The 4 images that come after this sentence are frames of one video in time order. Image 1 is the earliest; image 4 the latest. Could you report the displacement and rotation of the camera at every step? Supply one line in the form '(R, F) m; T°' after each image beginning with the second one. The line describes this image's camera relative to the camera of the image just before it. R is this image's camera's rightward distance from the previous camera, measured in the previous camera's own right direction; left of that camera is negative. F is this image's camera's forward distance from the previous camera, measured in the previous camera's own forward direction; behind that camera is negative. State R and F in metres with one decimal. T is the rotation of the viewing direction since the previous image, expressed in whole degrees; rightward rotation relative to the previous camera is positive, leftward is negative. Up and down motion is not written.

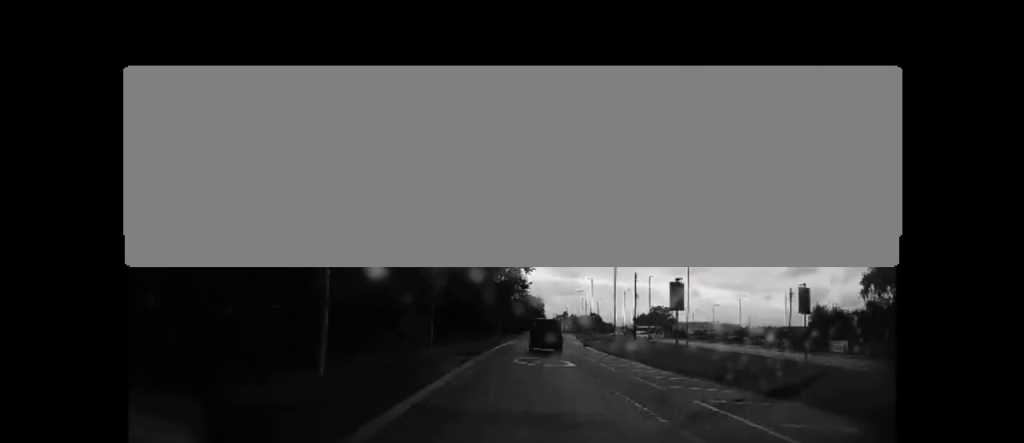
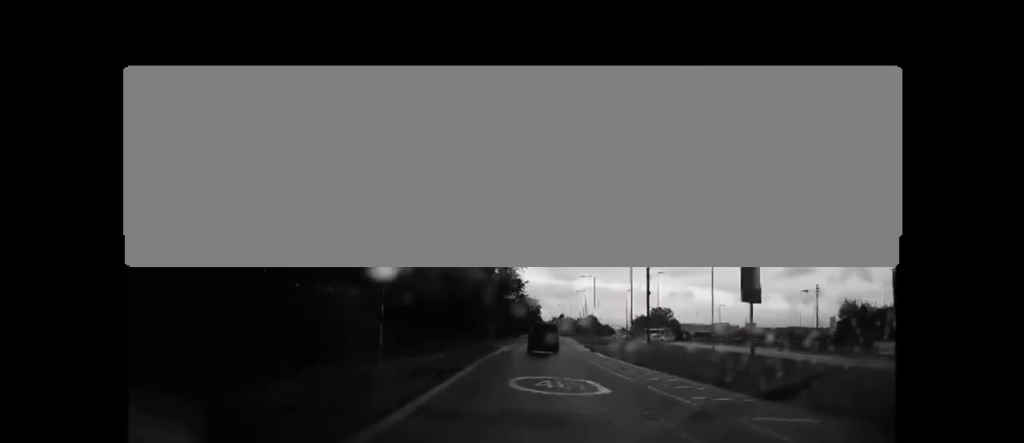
(-0.2, +7.7) m; 0°
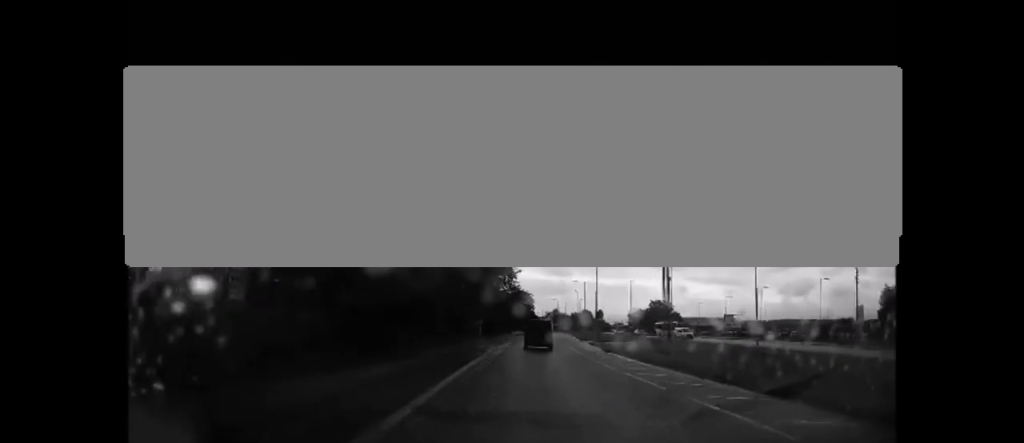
(+0.1, +9.6) m; +1°
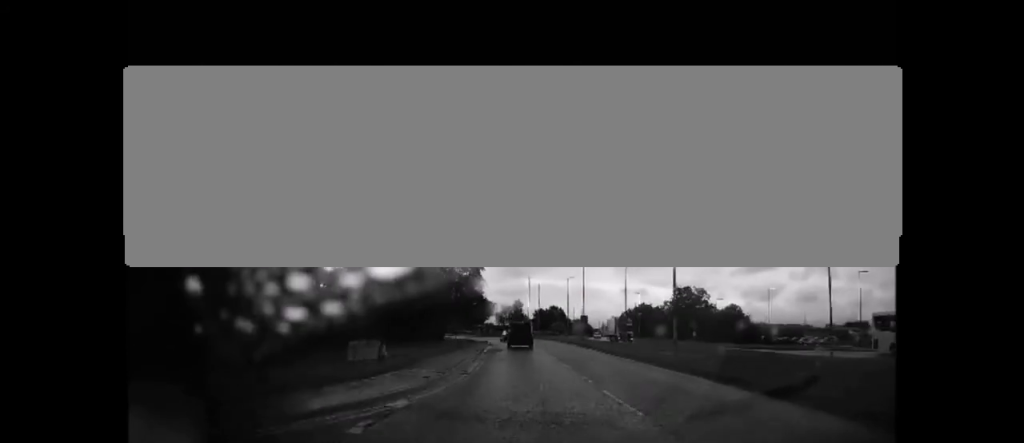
(+4.5, +70.9) m; +5°
